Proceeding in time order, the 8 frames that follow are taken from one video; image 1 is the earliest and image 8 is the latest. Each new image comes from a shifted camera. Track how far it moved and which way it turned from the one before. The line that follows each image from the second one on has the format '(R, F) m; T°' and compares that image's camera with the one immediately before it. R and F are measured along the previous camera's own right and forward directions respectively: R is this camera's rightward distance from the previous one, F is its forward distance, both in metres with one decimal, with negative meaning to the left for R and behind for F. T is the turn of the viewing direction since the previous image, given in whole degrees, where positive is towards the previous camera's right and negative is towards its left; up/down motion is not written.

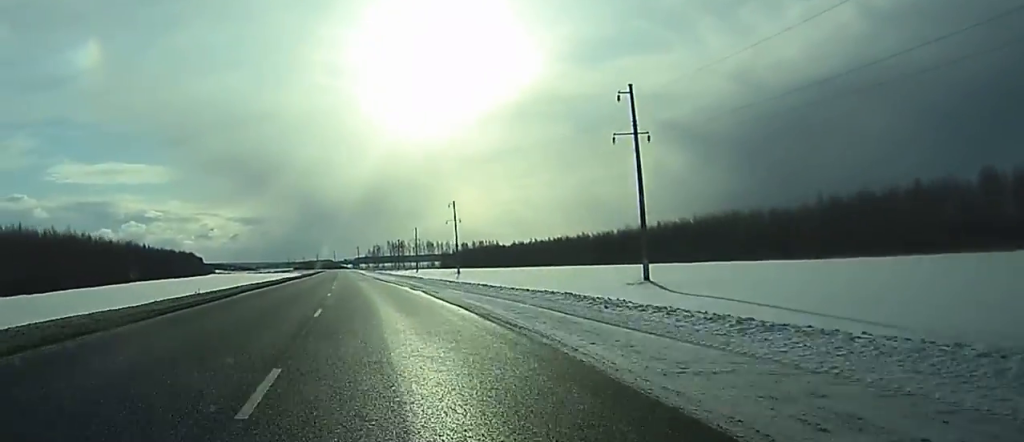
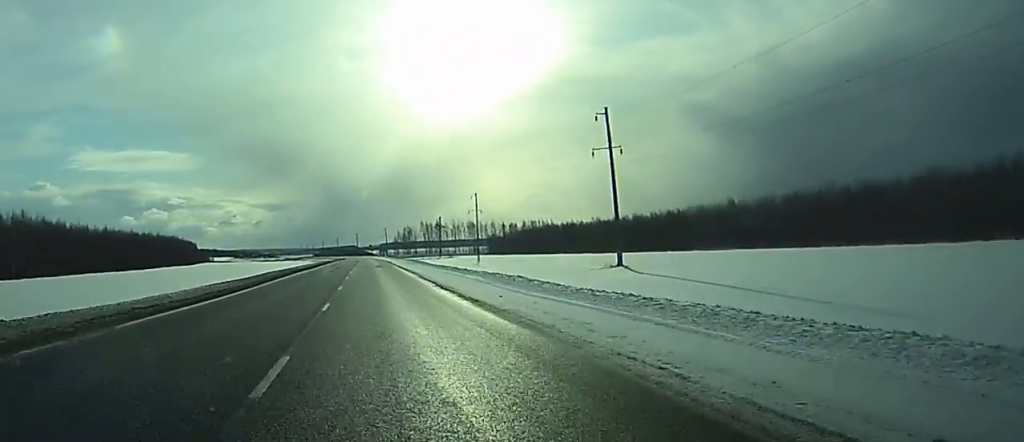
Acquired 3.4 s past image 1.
(-2.6, +94.3) m; -1°
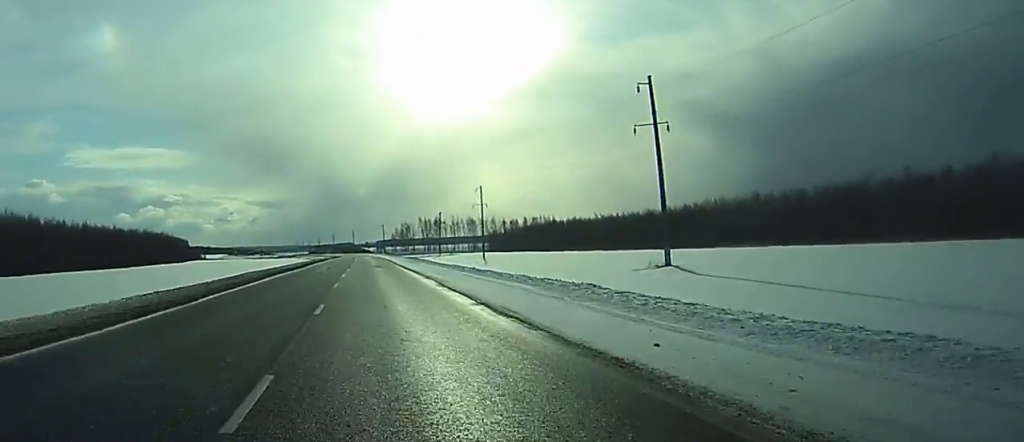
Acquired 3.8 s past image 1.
(0.0, +13.3) m; 0°
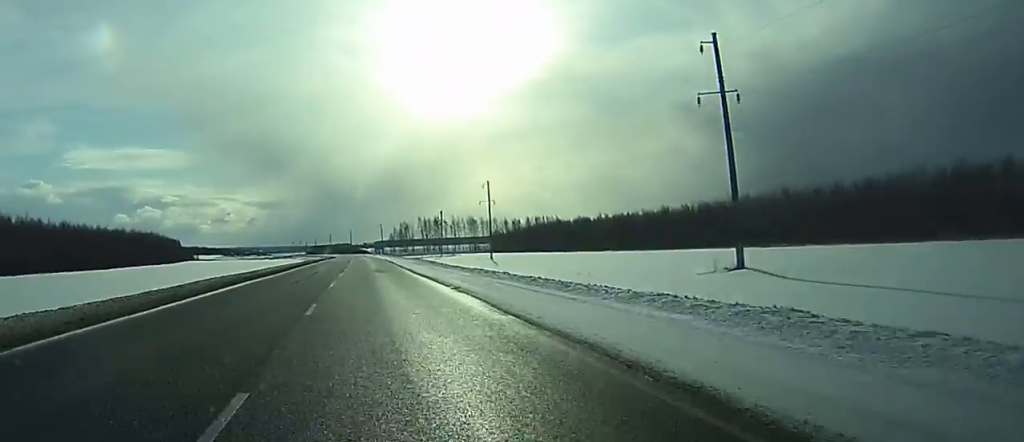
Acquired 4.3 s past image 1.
(0.0, +13.3) m; 0°
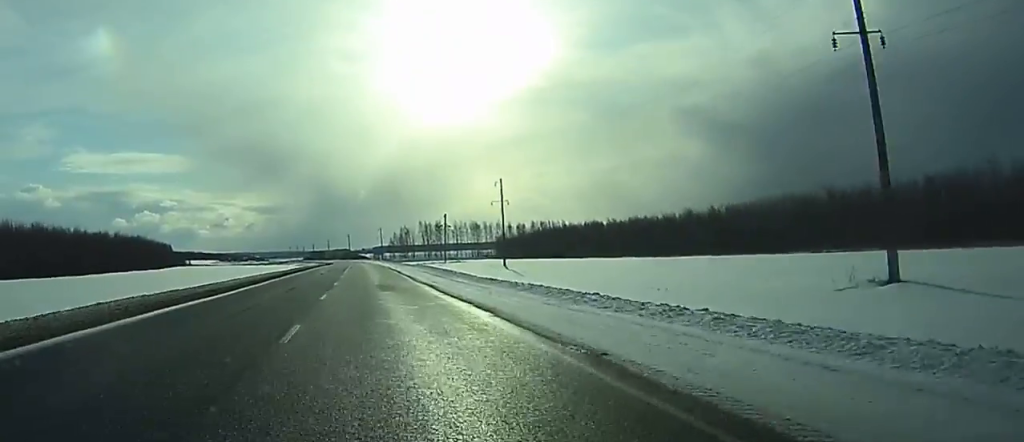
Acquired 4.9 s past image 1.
(0.0, +16.4) m; 0°
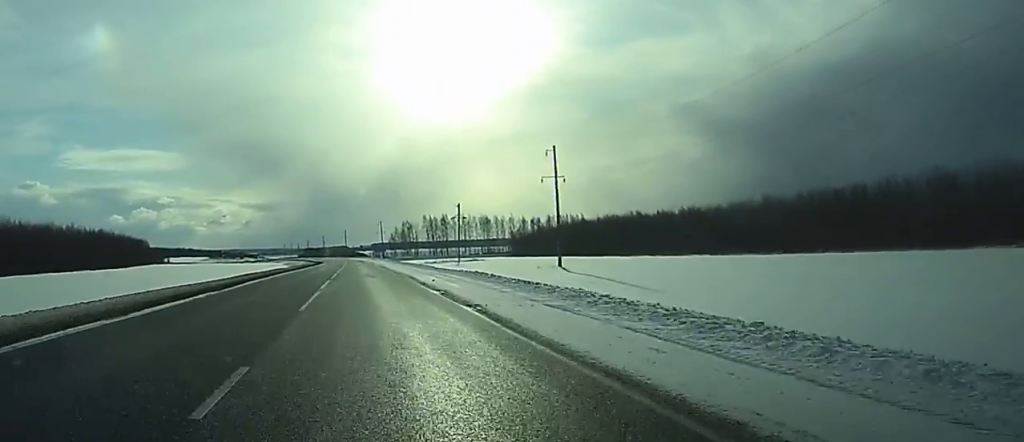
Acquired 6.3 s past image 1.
(0.0, +41.9) m; 0°
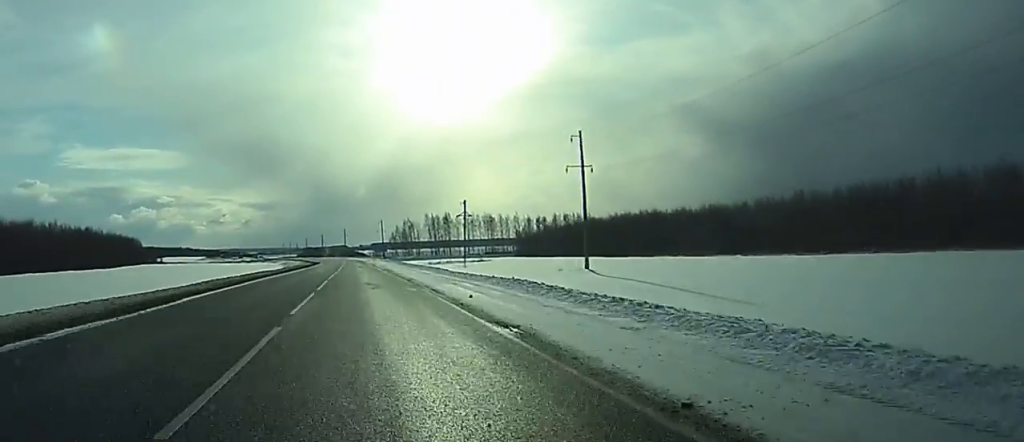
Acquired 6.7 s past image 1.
(0.0, +12.8) m; 0°
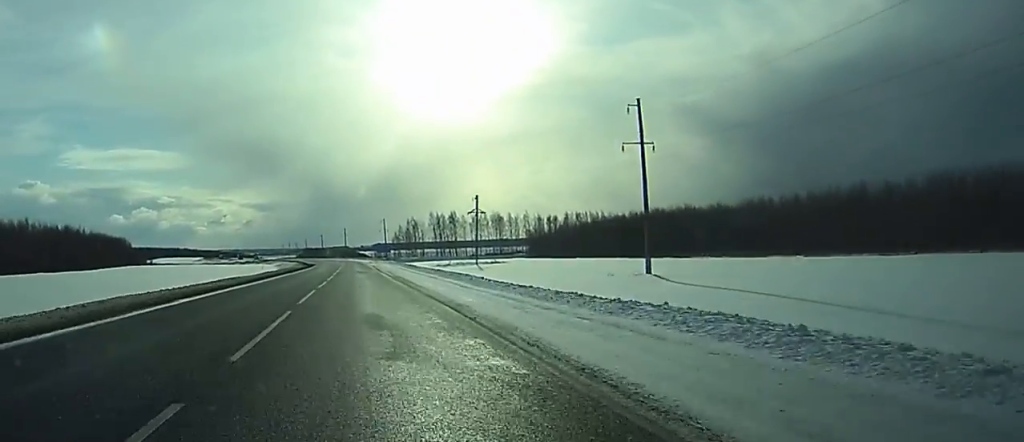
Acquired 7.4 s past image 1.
(0.0, +19.7) m; 0°
